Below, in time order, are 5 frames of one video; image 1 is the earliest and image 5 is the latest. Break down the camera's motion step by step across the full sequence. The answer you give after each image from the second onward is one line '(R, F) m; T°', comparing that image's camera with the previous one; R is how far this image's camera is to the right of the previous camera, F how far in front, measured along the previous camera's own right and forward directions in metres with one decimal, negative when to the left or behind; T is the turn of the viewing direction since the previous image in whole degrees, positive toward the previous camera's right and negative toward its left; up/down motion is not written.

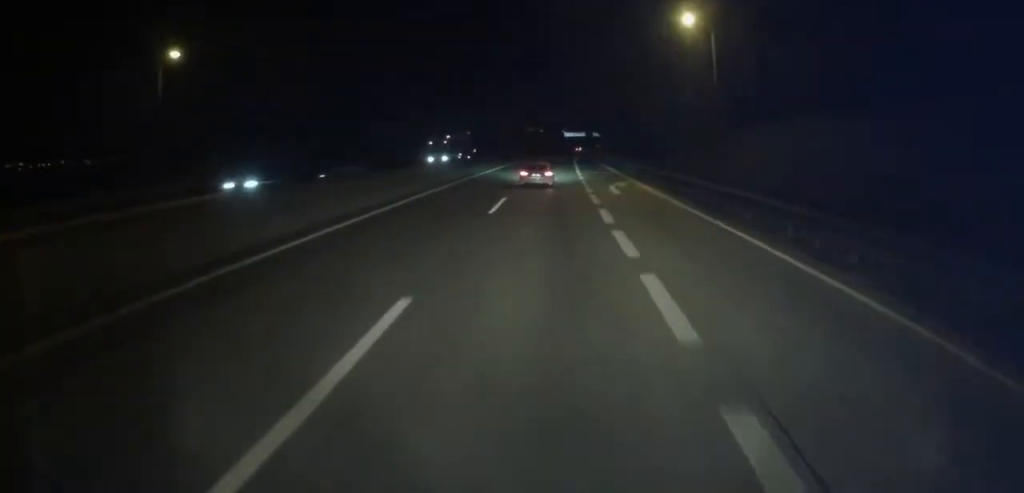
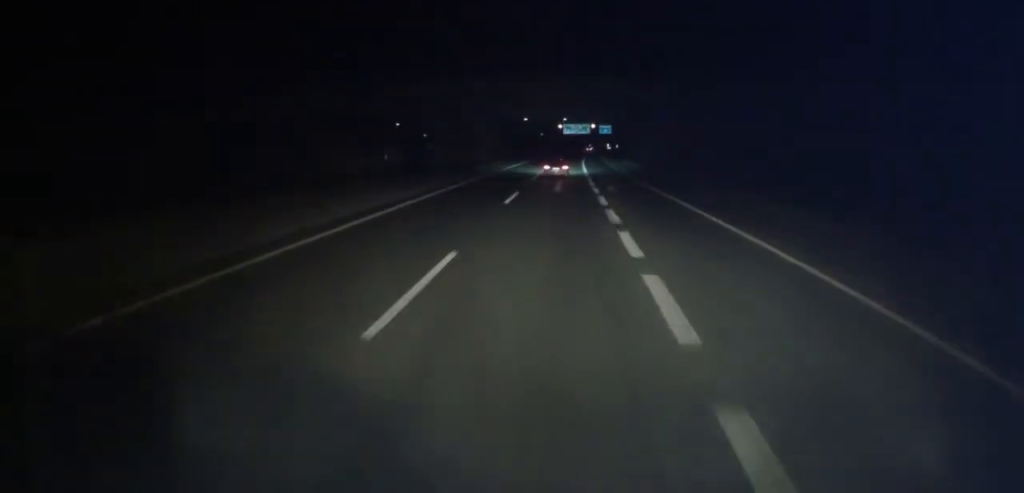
(-0.2, +43.8) m; 0°
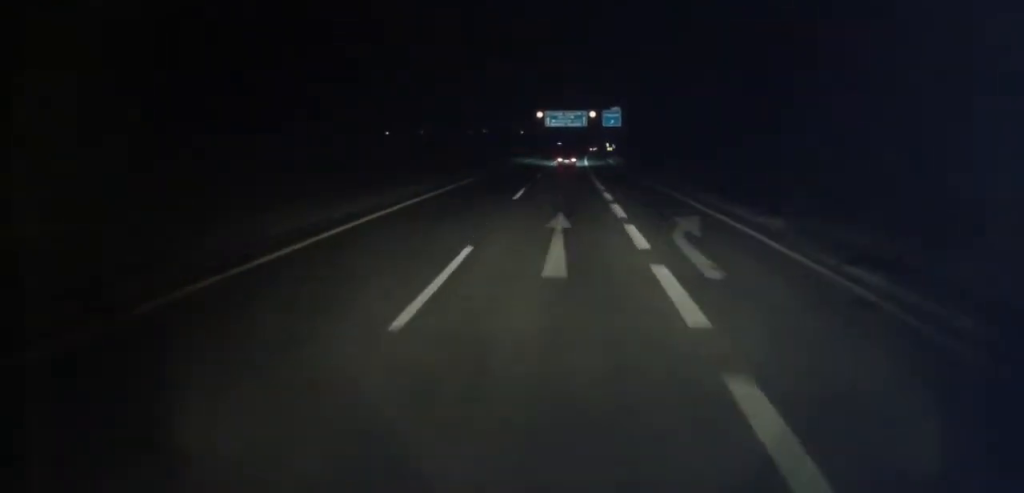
(+1.5, +78.2) m; +2°
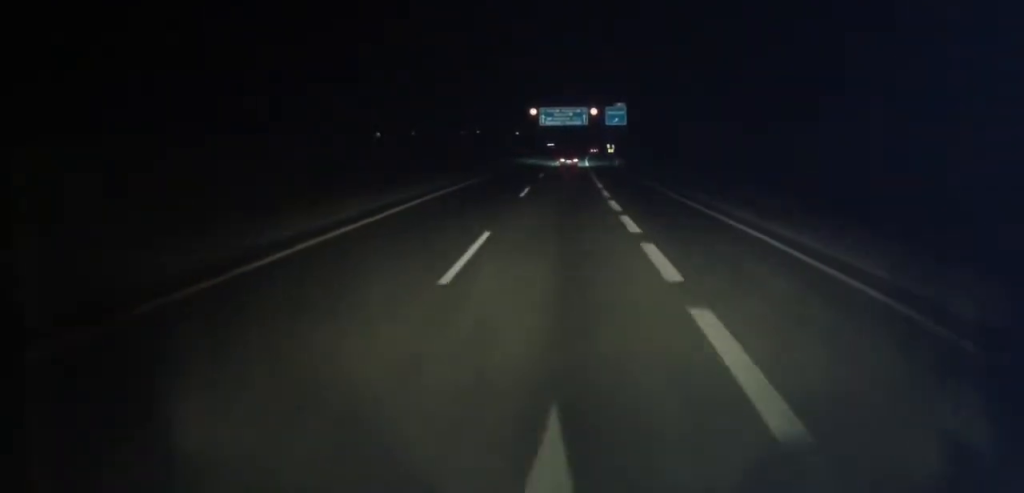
(-0.1, +17.2) m; 0°
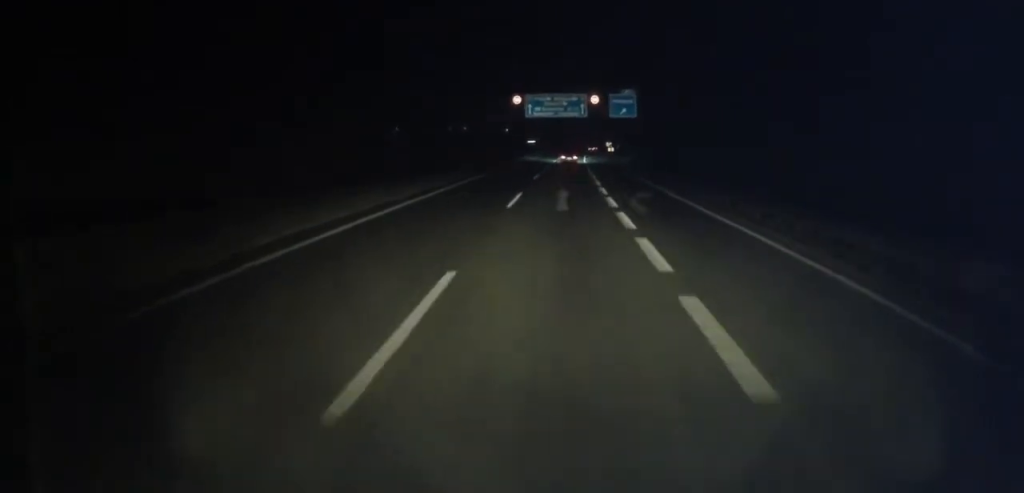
(-0.2, +24.6) m; -1°
